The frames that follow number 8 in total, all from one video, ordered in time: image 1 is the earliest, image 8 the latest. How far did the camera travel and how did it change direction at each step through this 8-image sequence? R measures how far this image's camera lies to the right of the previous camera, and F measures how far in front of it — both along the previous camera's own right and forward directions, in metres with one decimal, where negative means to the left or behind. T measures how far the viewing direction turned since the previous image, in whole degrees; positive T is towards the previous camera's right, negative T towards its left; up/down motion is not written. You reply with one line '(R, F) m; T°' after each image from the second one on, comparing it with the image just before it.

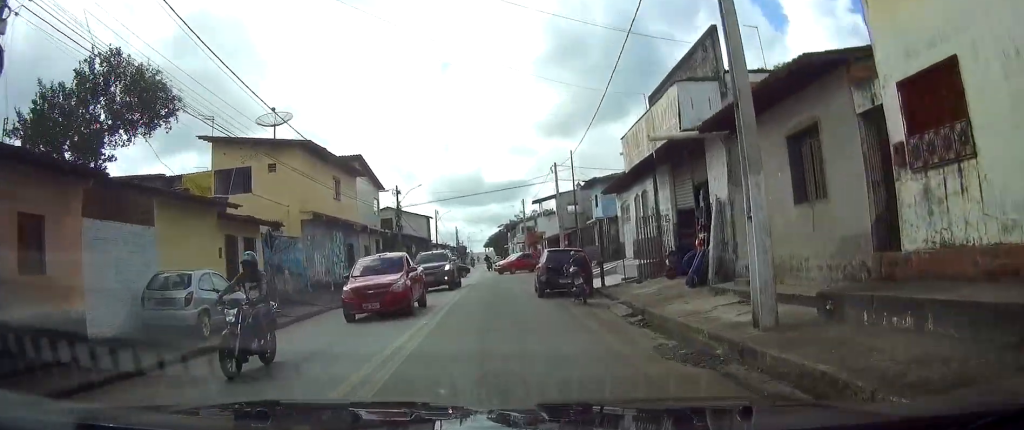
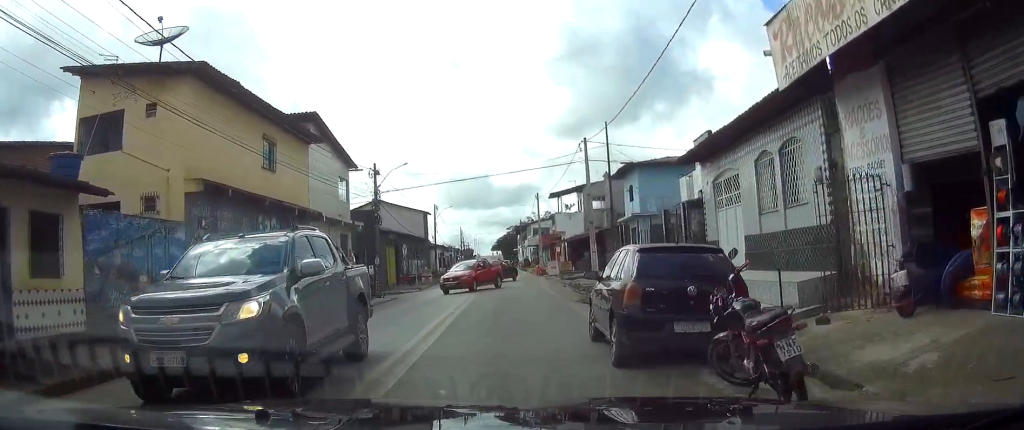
(+0.1, +15.4) m; +1°
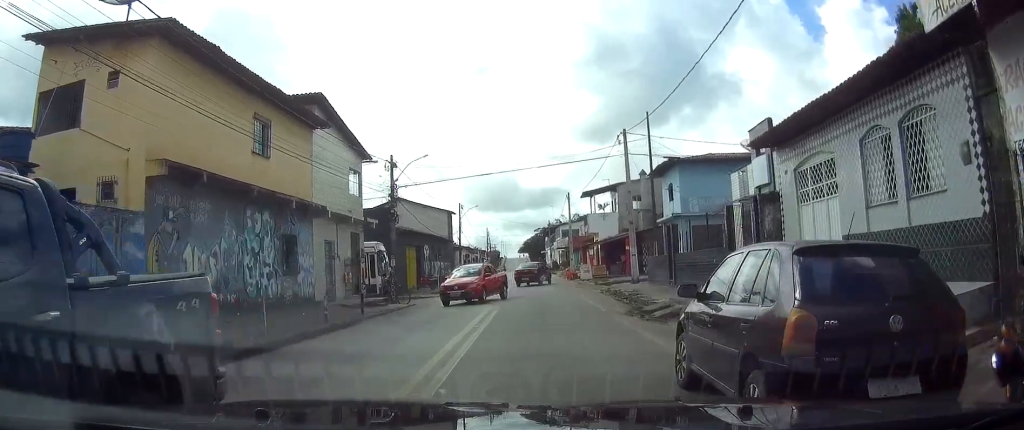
(0.0, +4.9) m; -2°
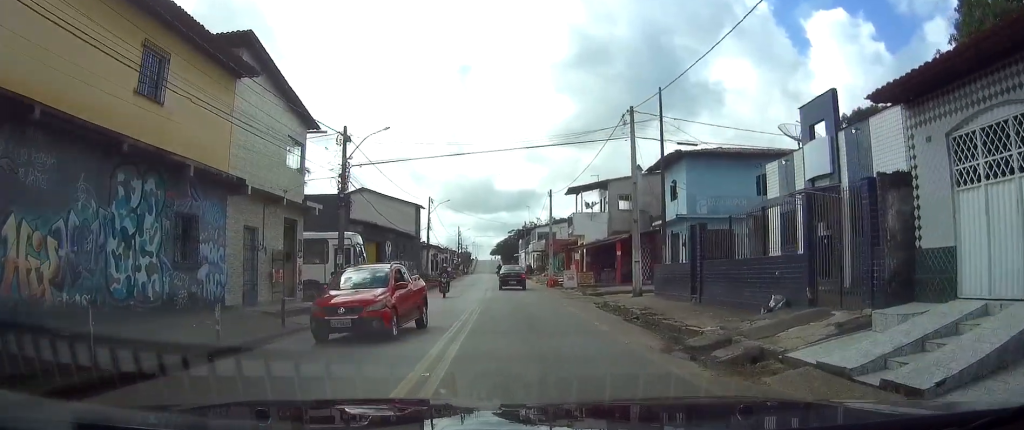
(-0.3, +8.0) m; -4°
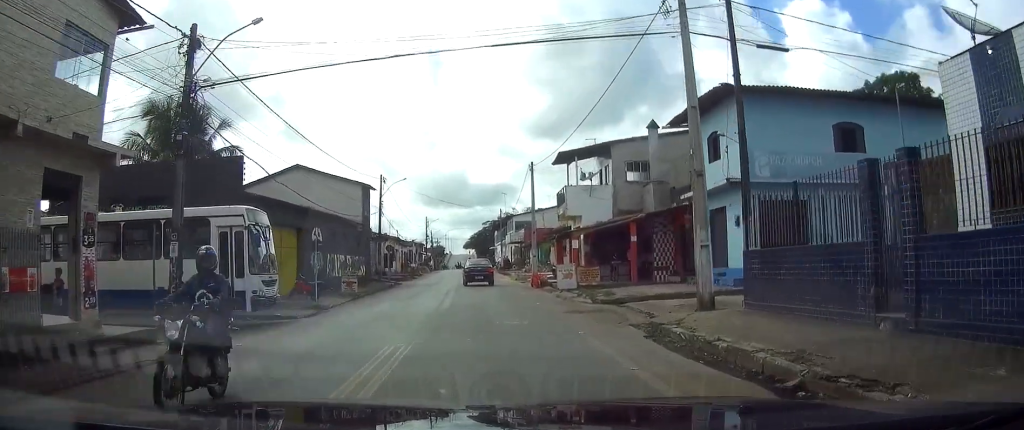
(-0.2, +12.5) m; 0°
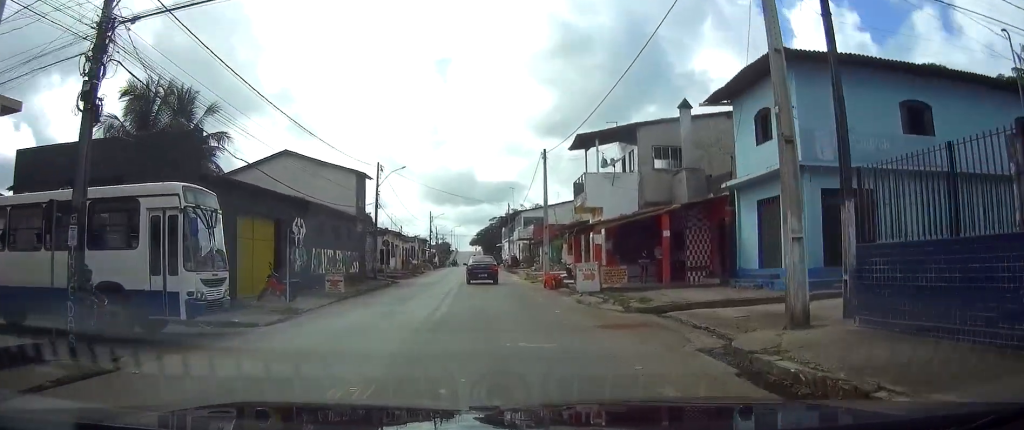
(0.0, +4.6) m; 0°
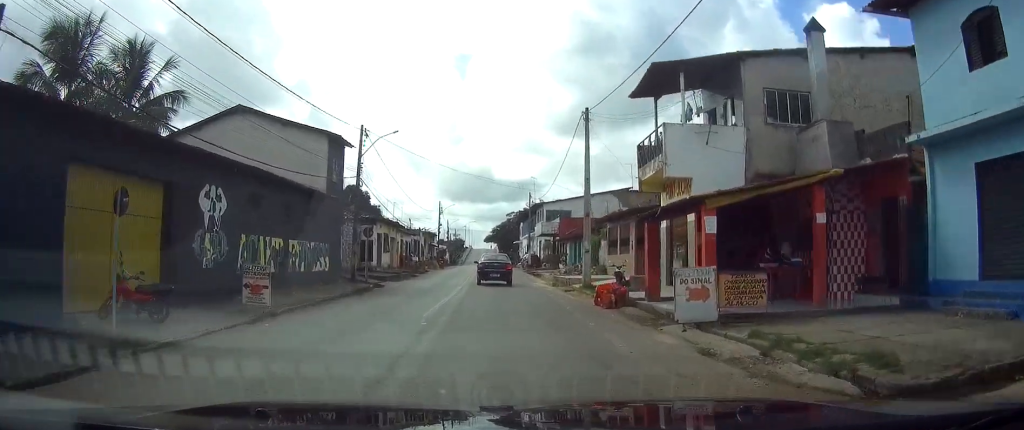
(-0.1, +11.2) m; 0°
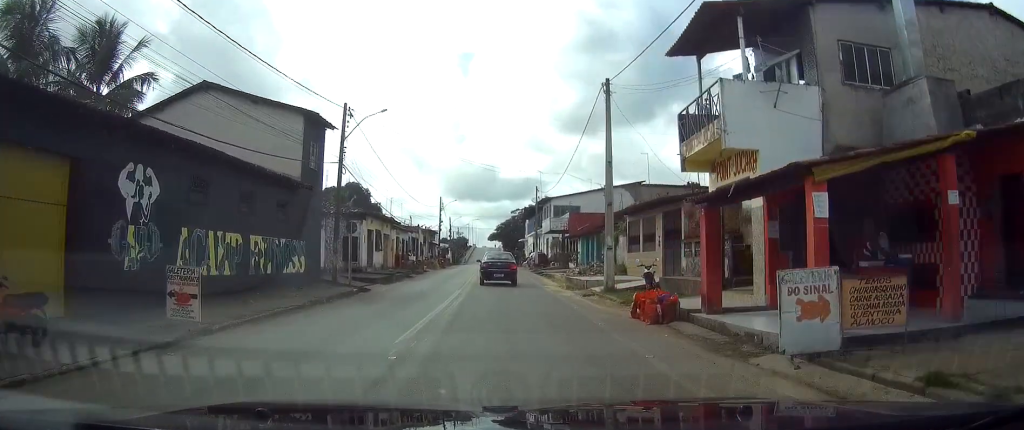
(0.0, +5.0) m; 0°
